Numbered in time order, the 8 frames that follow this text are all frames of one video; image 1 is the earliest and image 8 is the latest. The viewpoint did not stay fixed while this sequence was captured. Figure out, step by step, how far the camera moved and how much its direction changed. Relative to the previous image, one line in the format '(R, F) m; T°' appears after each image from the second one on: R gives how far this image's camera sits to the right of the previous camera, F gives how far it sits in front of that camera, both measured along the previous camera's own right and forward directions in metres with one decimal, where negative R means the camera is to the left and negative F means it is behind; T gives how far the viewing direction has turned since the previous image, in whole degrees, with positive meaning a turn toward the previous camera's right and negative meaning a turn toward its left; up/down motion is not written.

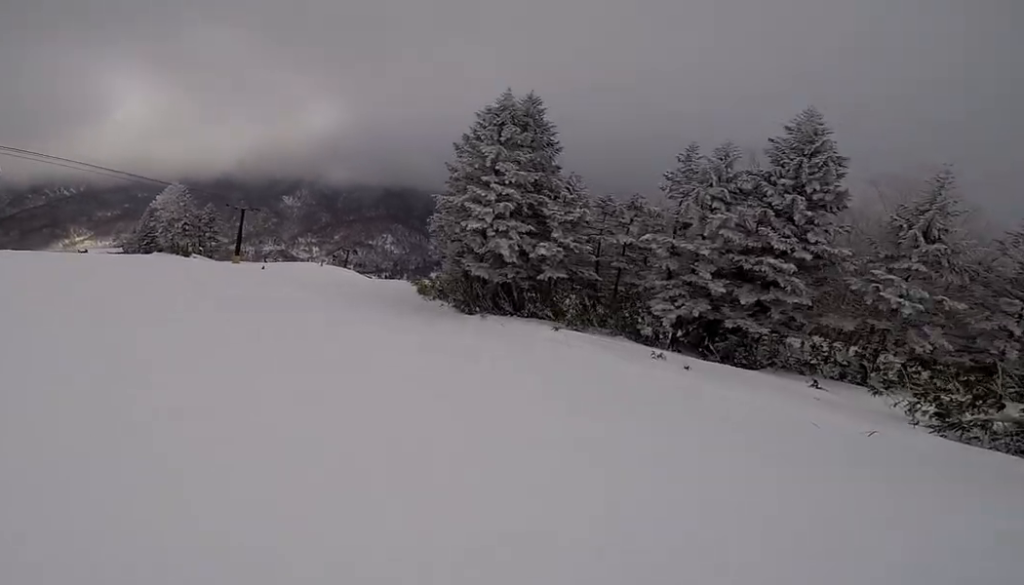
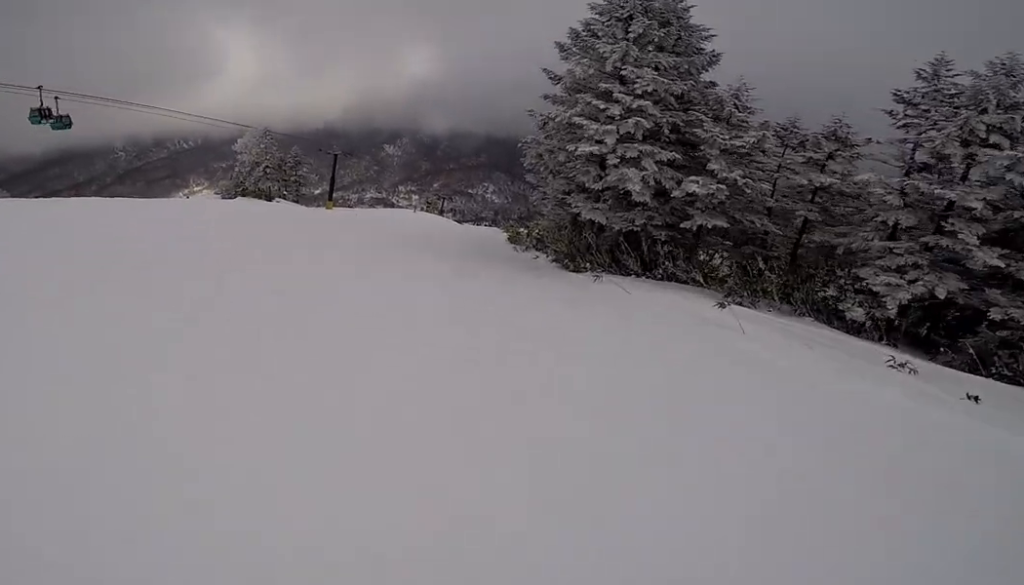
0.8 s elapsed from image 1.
(-0.9, +4.2) m; -25°
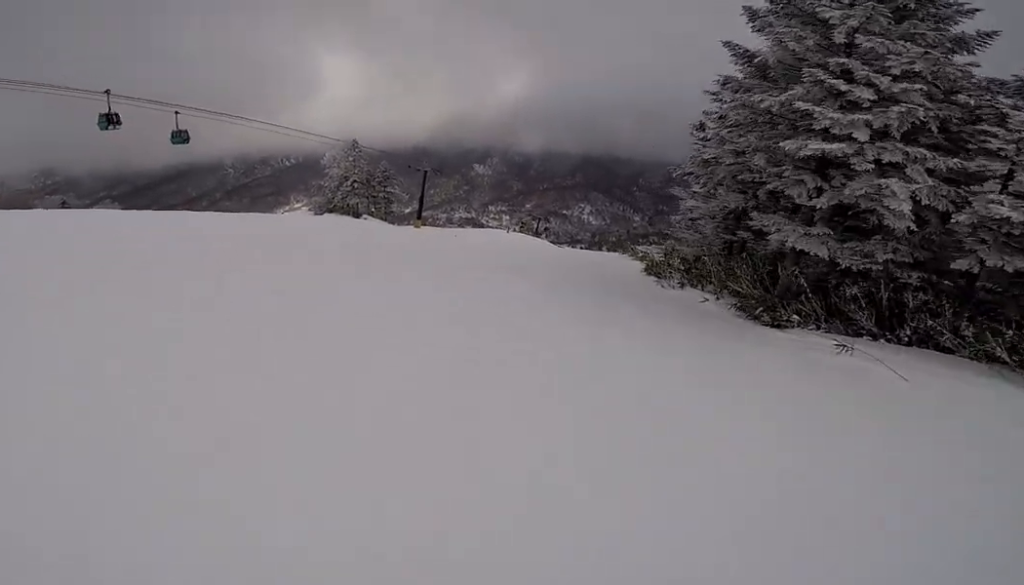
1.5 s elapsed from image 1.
(-0.6, +3.8) m; -20°
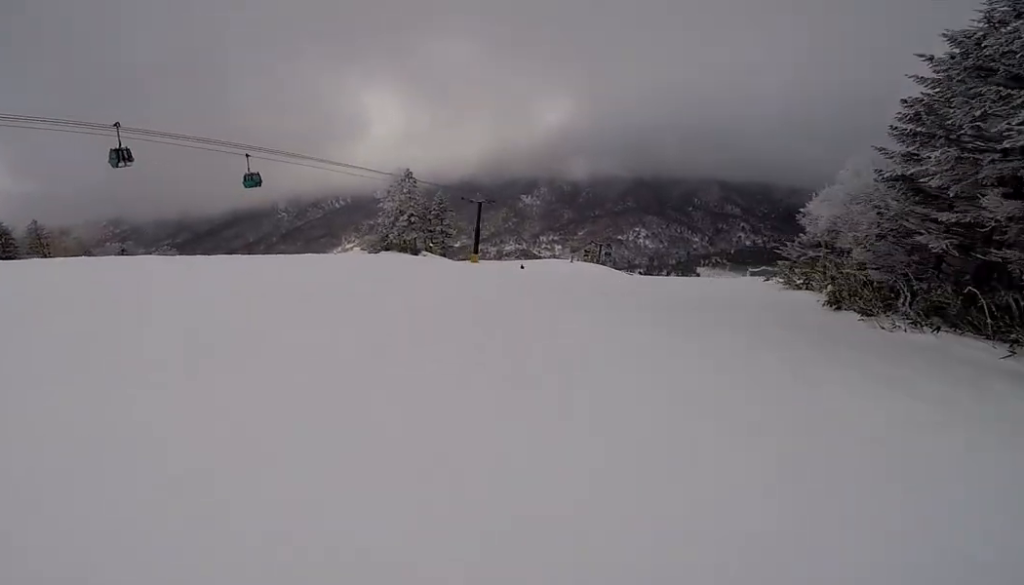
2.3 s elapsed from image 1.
(-1.0, +4.2) m; -10°
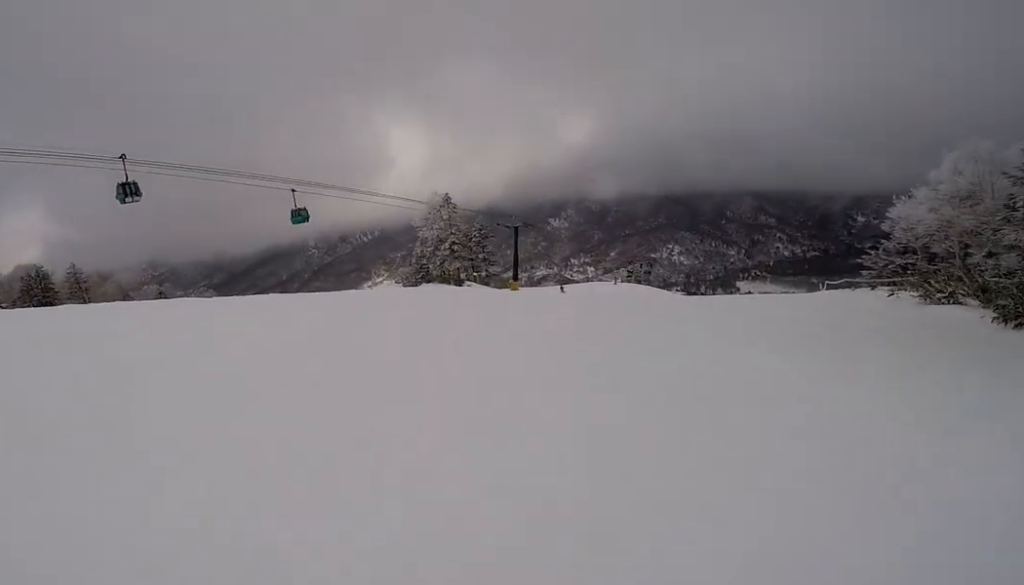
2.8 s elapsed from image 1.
(-0.1, +2.7) m; +10°
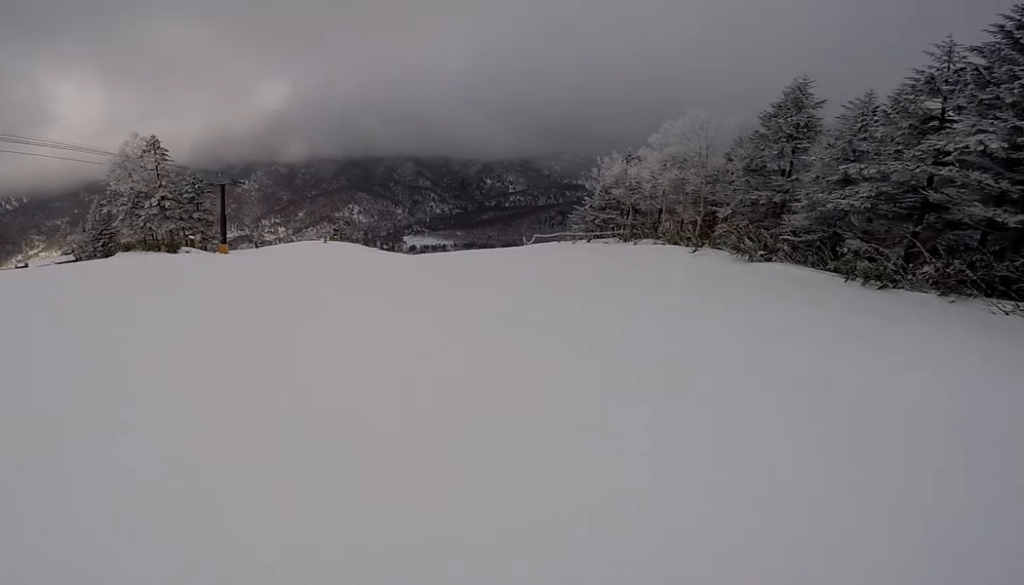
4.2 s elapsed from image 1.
(+2.9, +6.3) m; +45°
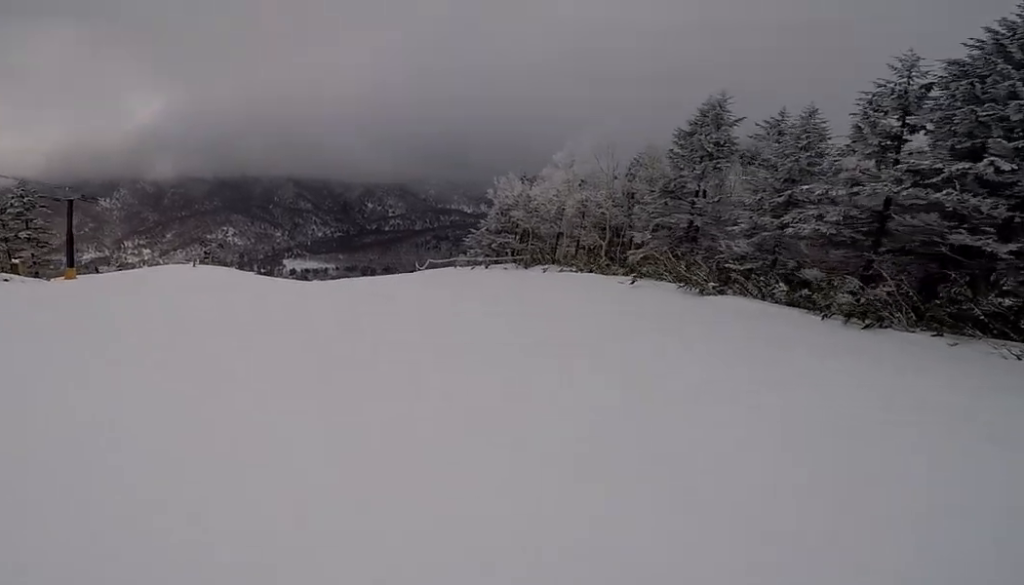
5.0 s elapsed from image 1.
(+0.5, +4.2) m; +16°
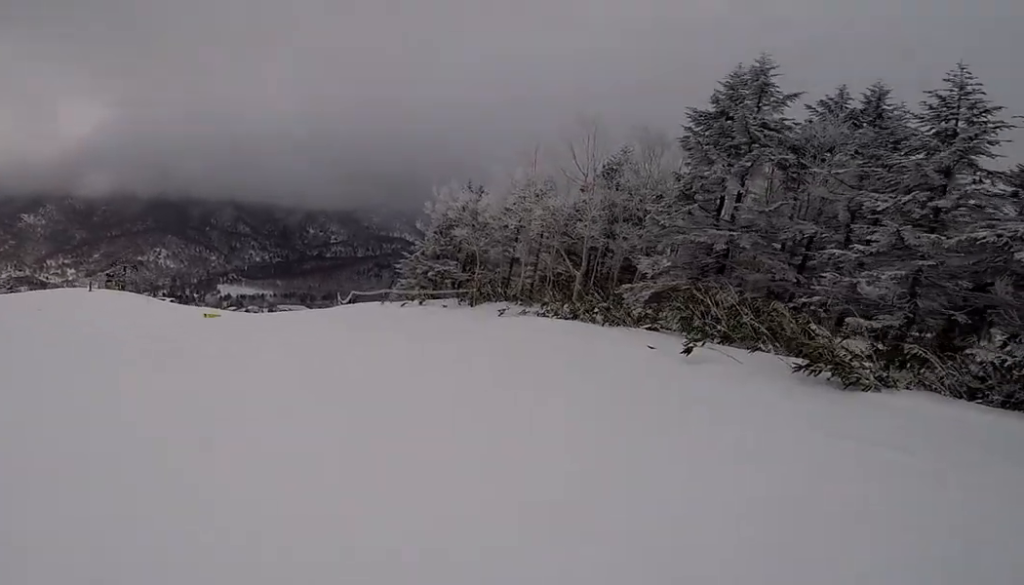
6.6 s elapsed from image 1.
(+2.1, +8.0) m; +15°
